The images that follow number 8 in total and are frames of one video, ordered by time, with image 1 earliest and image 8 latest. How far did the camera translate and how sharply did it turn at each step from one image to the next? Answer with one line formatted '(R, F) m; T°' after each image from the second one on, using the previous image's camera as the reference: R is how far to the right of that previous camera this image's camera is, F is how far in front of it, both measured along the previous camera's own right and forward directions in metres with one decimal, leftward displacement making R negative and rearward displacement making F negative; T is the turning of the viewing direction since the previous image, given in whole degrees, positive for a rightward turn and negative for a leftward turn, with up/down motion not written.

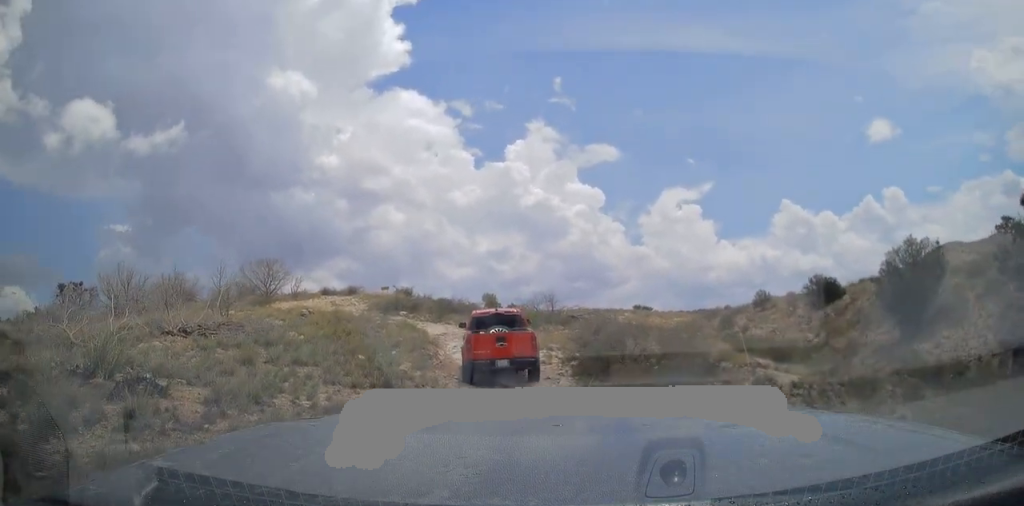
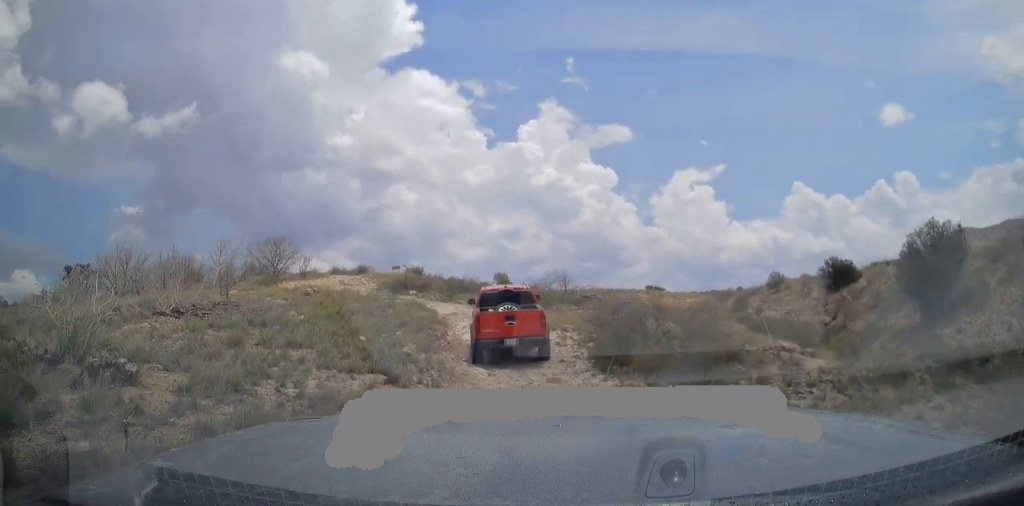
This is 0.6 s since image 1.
(0.0, +0.8) m; 0°
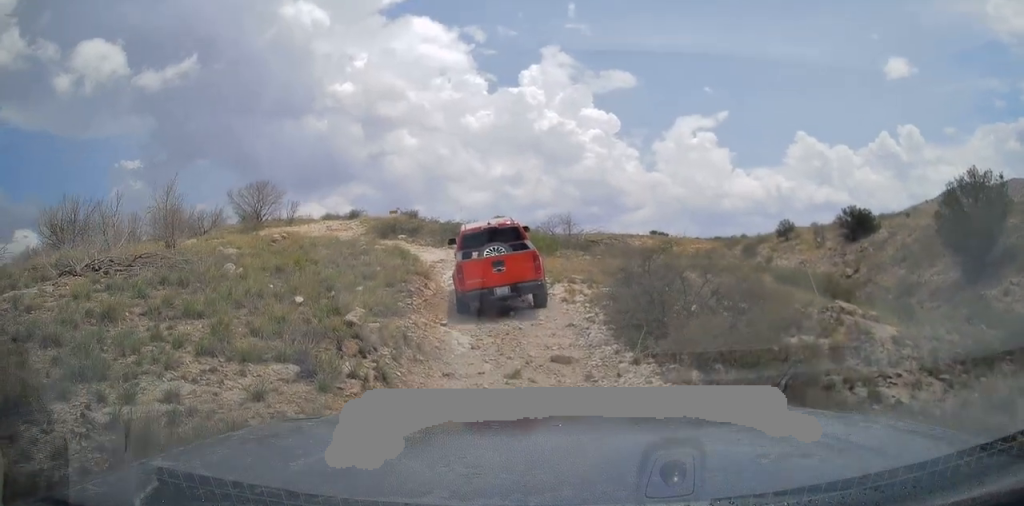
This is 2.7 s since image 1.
(-1.4, +2.1) m; -13°
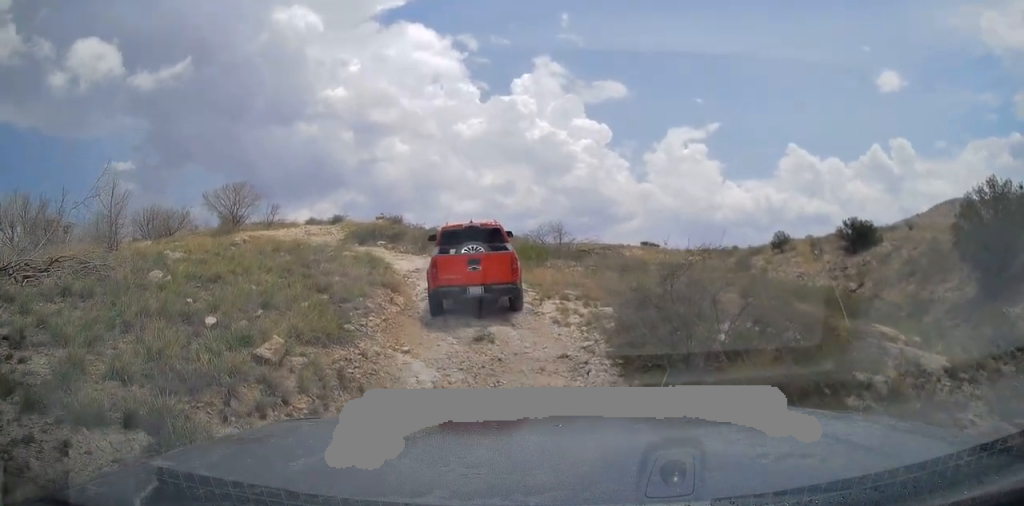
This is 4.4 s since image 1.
(+0.4, +2.4) m; +8°
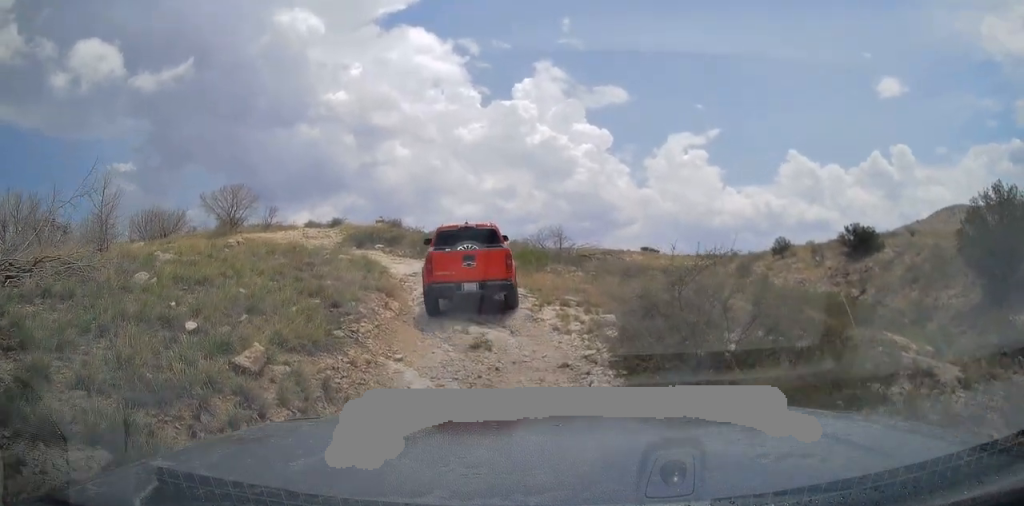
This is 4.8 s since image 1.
(-0.1, +0.5) m; 0°
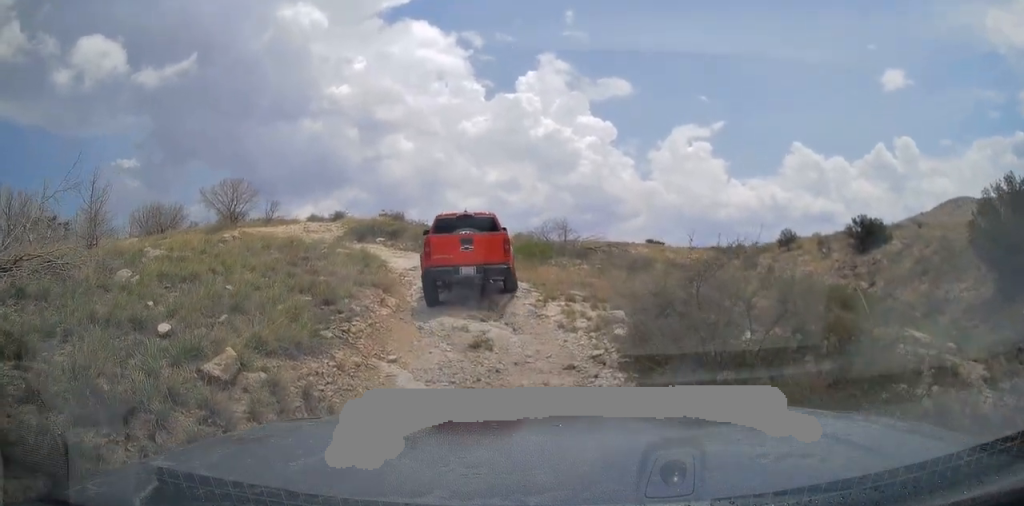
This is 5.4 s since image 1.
(-0.1, +0.6) m; 0°
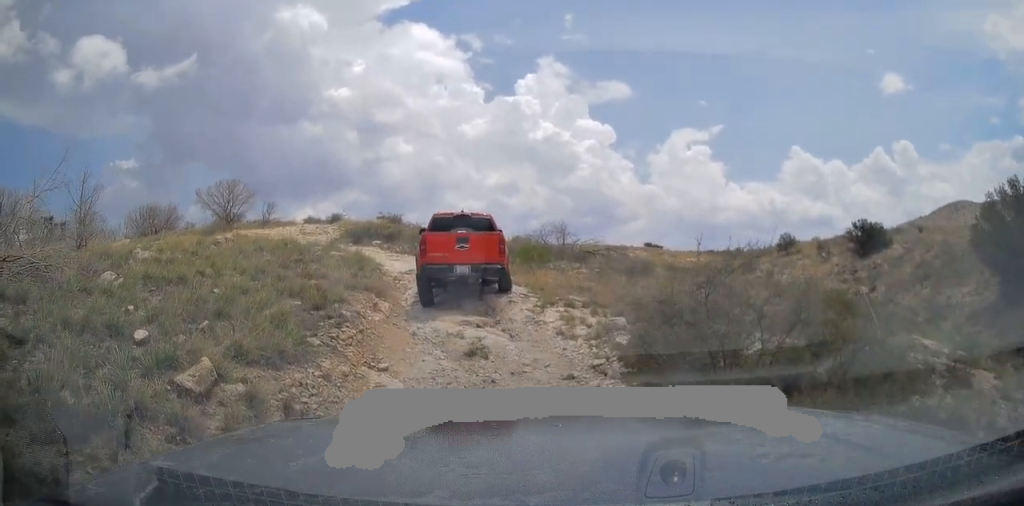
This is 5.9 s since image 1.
(-0.1, +0.4) m; 0°
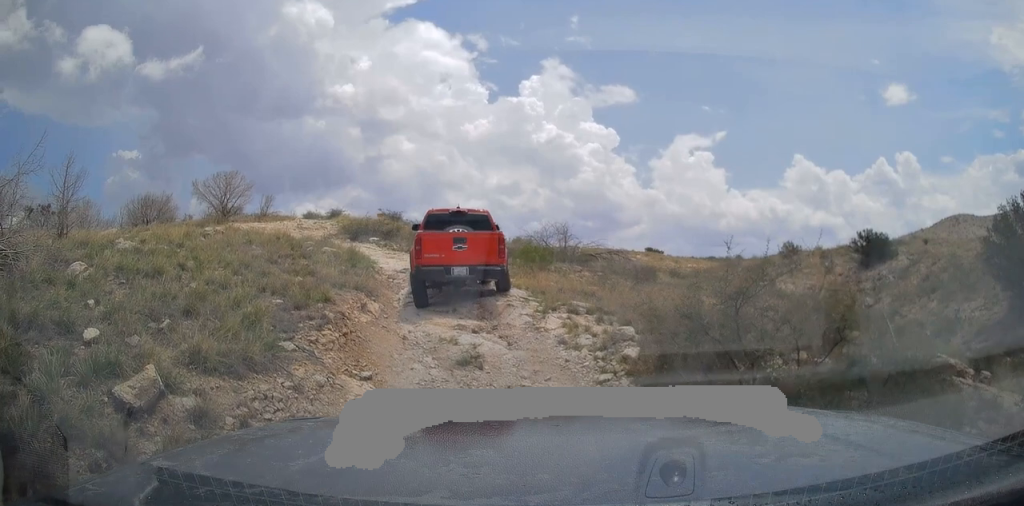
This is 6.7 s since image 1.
(-0.1, +0.5) m; 0°
